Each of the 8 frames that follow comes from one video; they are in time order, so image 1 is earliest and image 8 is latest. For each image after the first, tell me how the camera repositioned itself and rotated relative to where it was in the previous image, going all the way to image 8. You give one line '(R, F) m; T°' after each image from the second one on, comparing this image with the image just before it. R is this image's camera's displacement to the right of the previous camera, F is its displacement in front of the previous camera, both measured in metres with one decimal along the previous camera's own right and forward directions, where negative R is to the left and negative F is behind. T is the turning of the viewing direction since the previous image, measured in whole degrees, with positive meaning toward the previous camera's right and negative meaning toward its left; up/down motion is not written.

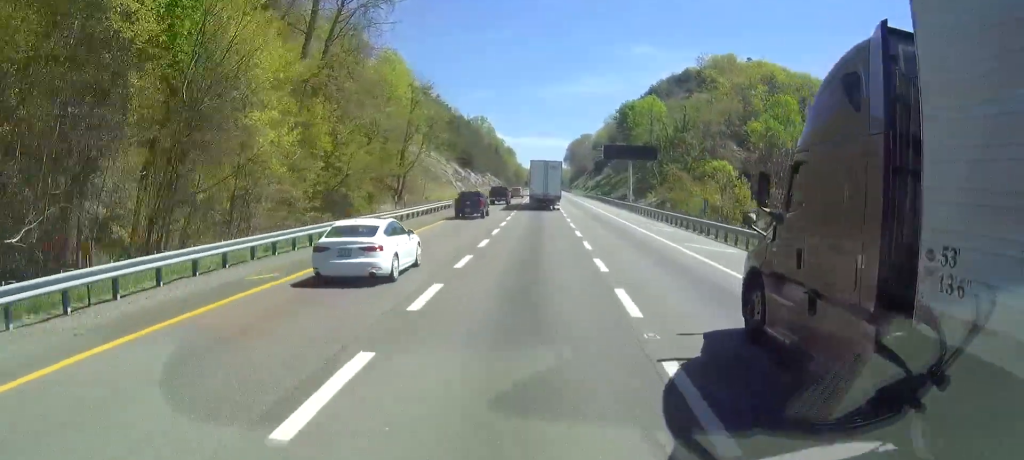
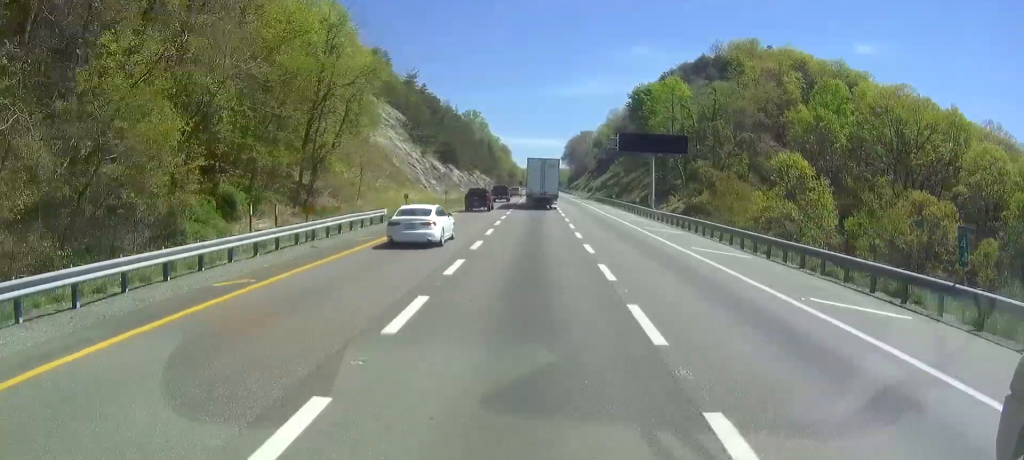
(+0.2, +25.6) m; 0°
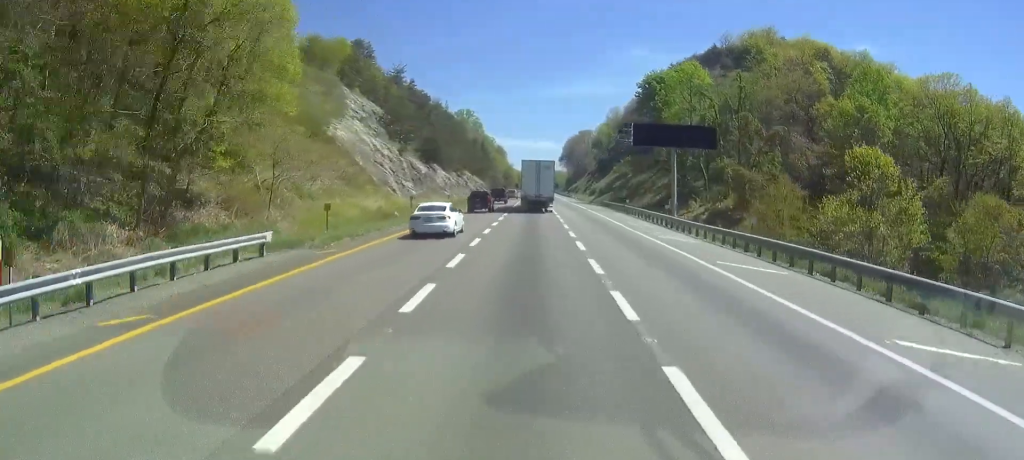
(0.0, +16.1) m; 0°
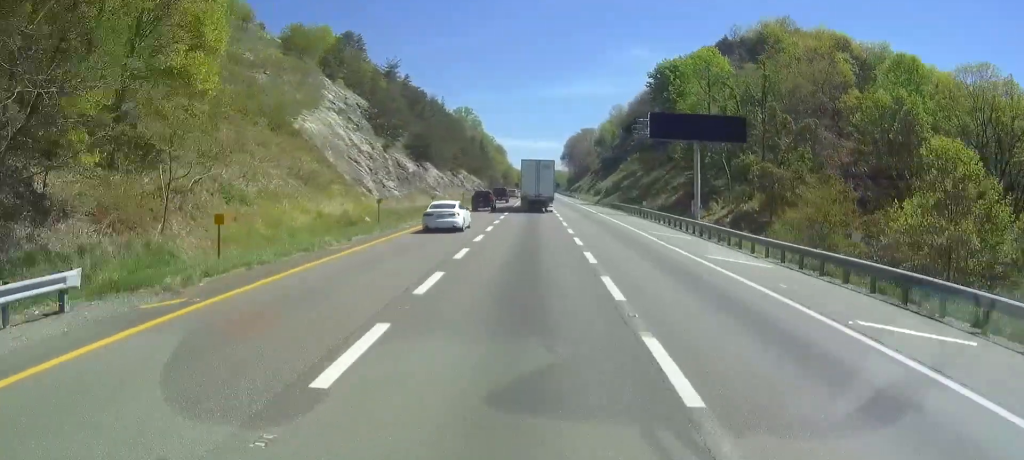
(0.0, +10.2) m; 0°
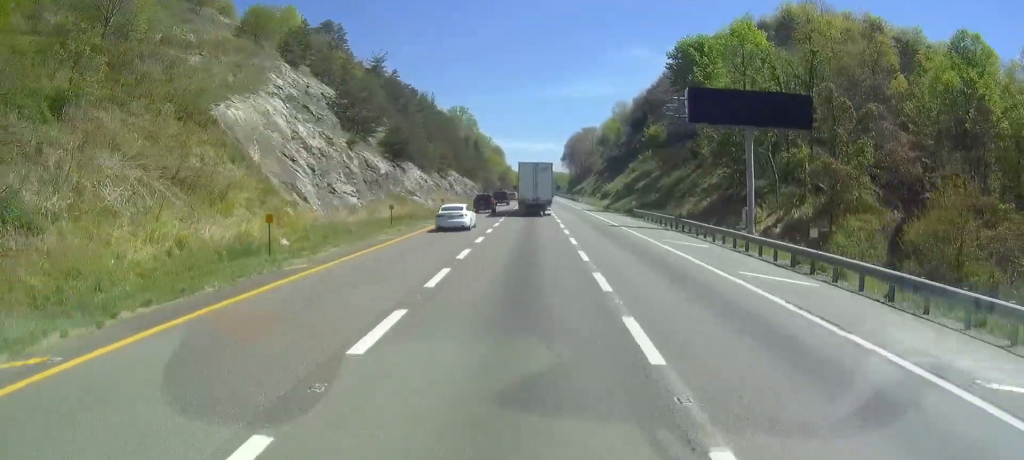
(-0.2, +16.1) m; 0°
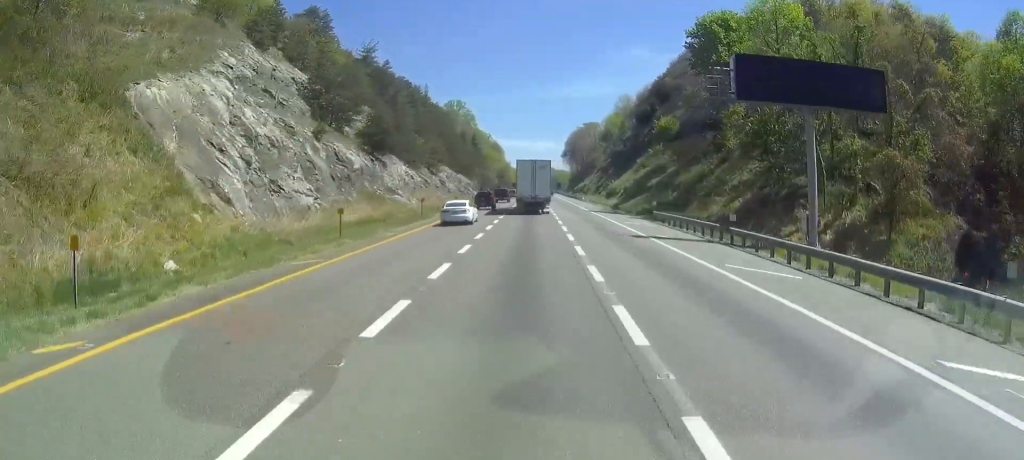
(0.0, +10.9) m; 0°
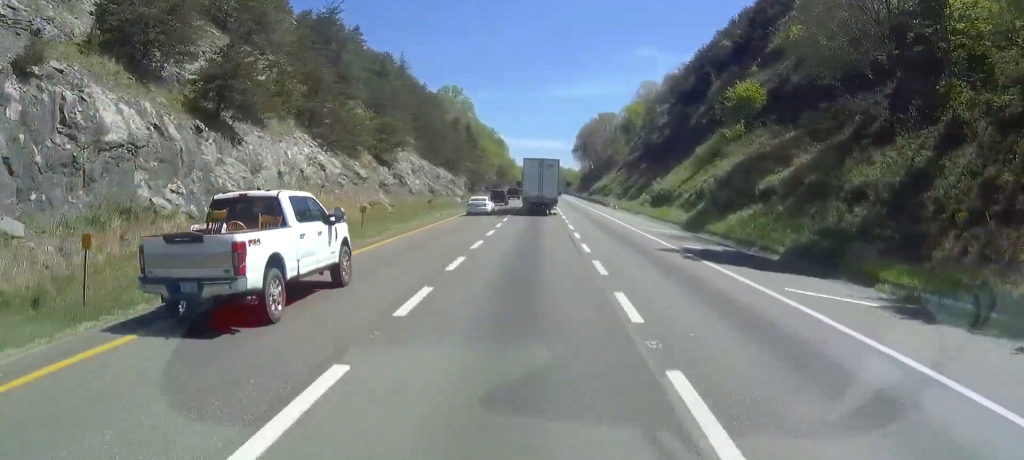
(+0.6, +40.0) m; +3°
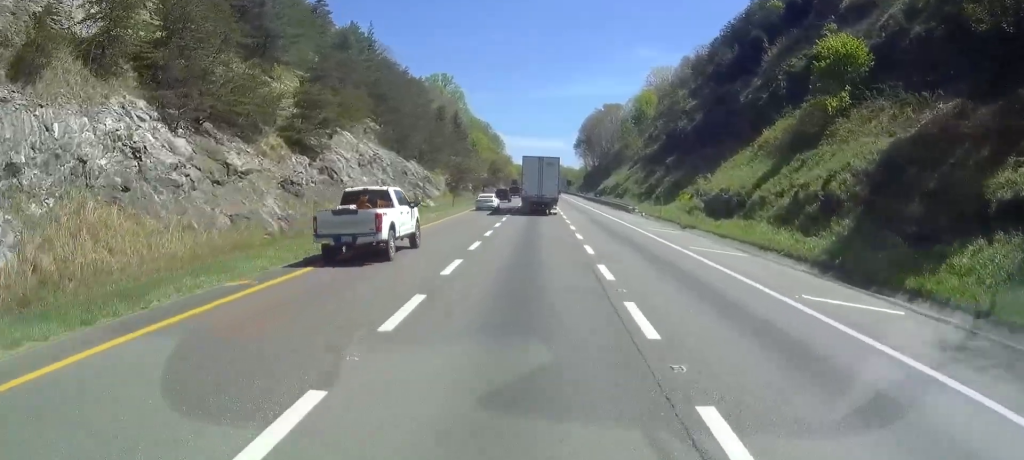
(+0.8, +24.8) m; +2°
